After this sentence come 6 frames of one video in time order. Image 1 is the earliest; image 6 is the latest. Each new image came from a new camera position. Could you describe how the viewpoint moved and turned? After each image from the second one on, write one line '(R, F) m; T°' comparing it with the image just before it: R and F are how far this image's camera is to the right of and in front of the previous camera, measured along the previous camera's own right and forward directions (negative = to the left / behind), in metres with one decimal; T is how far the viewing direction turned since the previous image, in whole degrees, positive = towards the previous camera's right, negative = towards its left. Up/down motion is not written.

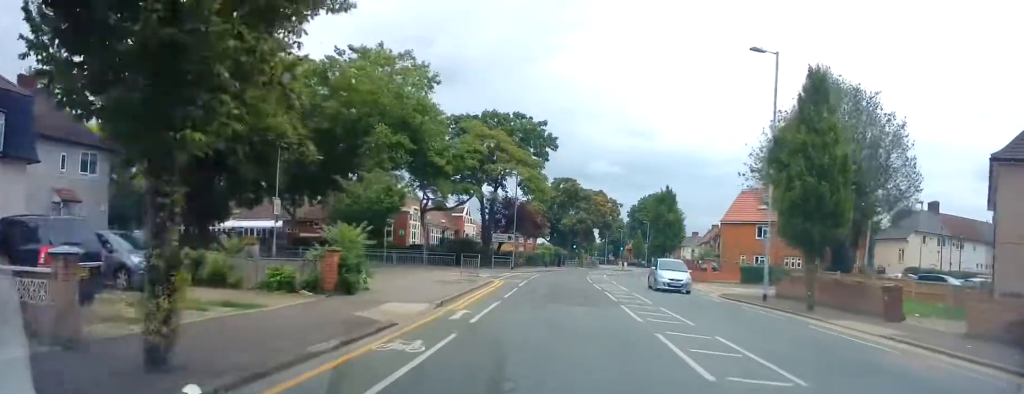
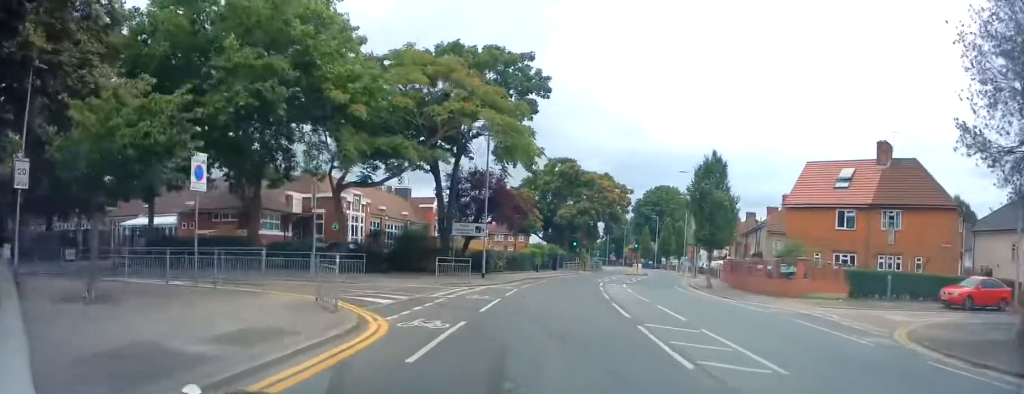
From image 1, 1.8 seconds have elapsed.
(0.0, +17.3) m; 0°
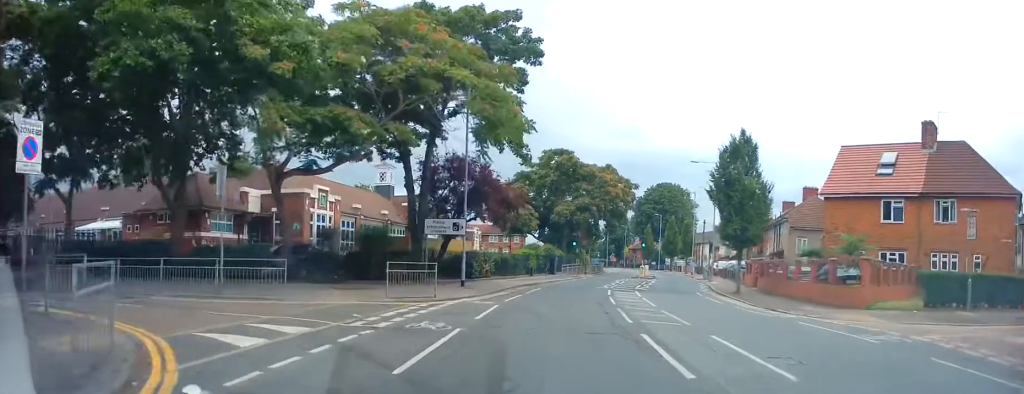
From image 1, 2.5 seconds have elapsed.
(0.0, +6.3) m; 0°
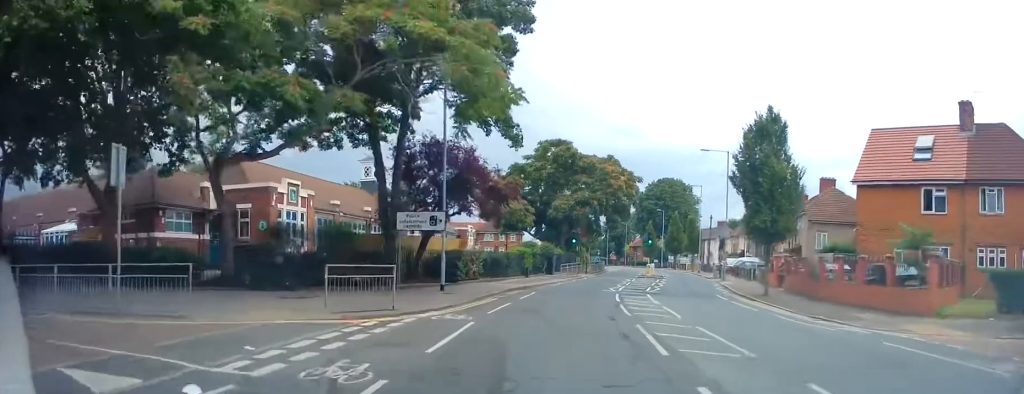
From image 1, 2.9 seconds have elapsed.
(0.0, +4.3) m; 0°
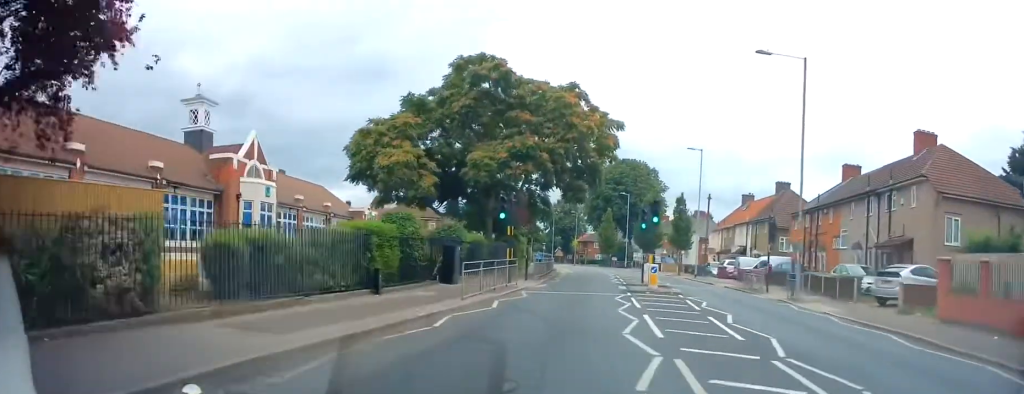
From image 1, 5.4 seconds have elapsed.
(+1.0, +23.1) m; +7°
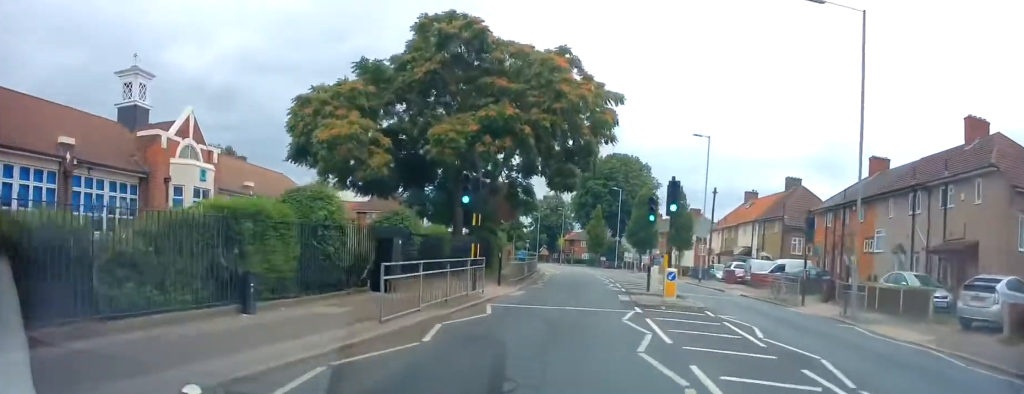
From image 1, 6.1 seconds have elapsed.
(+0.1, +6.2) m; 0°
